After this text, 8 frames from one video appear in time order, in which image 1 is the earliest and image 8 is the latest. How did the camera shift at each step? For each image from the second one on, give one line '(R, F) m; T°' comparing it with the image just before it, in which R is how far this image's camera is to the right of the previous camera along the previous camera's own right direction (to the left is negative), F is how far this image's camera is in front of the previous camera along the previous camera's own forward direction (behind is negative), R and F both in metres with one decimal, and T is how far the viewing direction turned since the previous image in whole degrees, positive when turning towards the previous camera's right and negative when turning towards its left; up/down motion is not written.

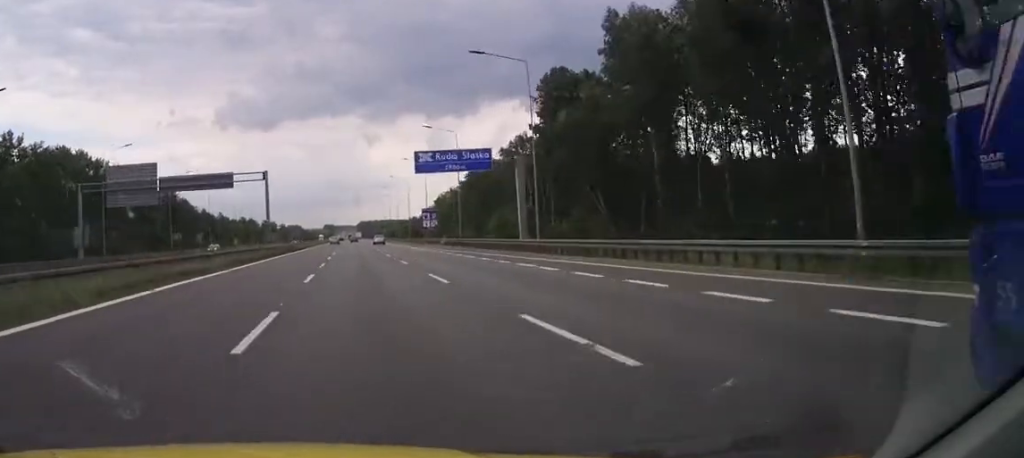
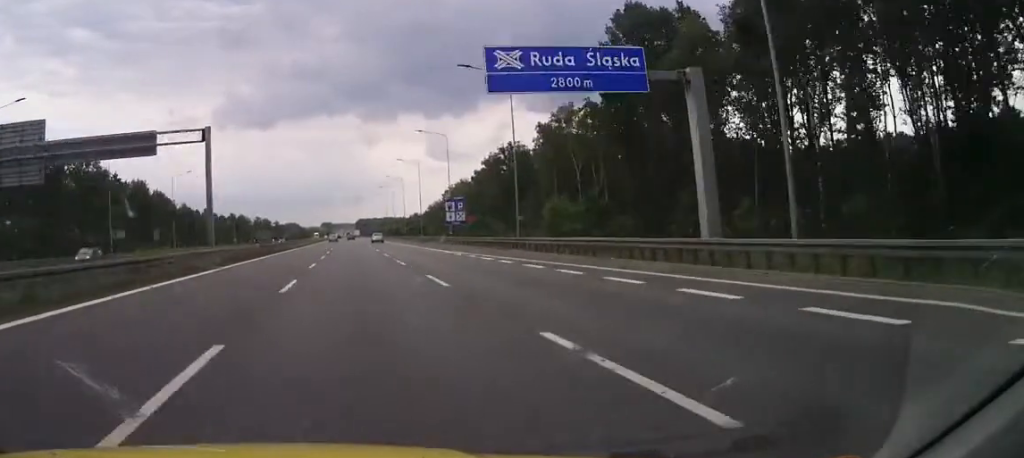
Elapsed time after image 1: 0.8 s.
(0.0, +26.1) m; 0°
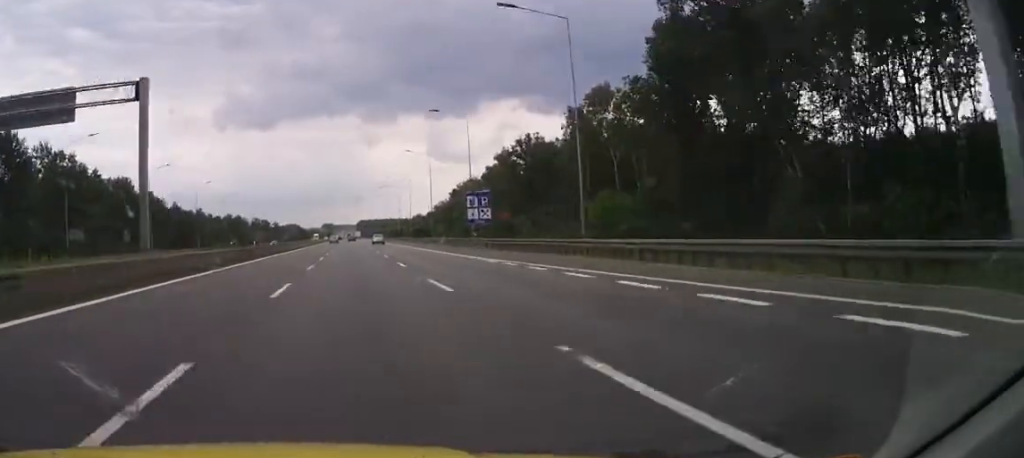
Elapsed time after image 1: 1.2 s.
(0.0, +13.1) m; 0°
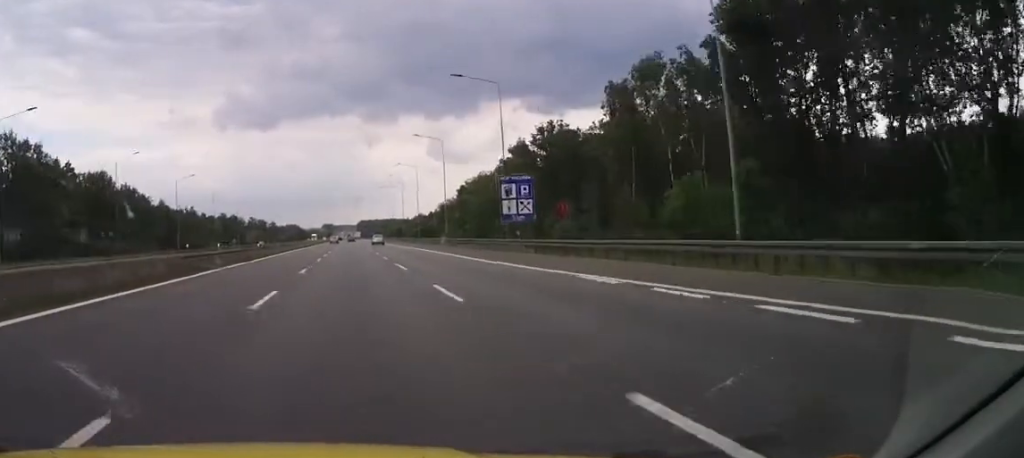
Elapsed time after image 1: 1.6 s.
(0.0, +14.2) m; 0°
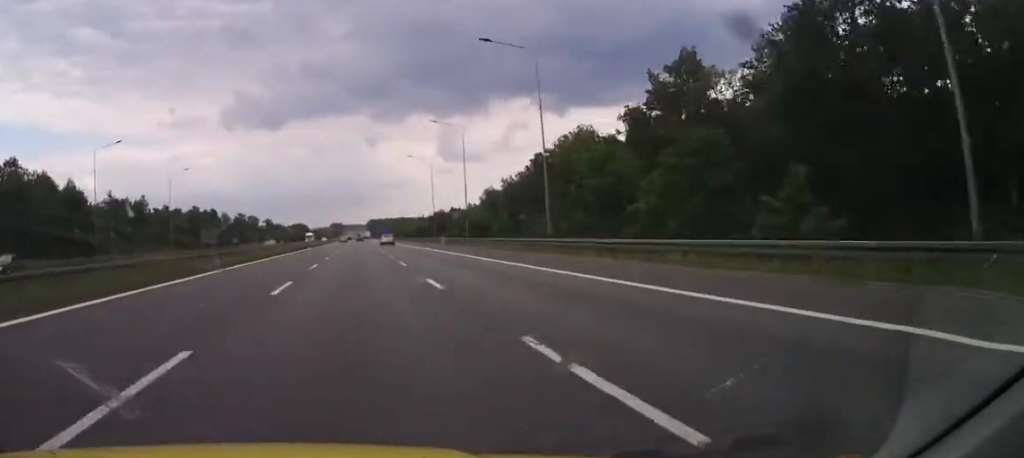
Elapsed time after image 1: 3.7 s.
(+0.7, +69.0) m; 0°
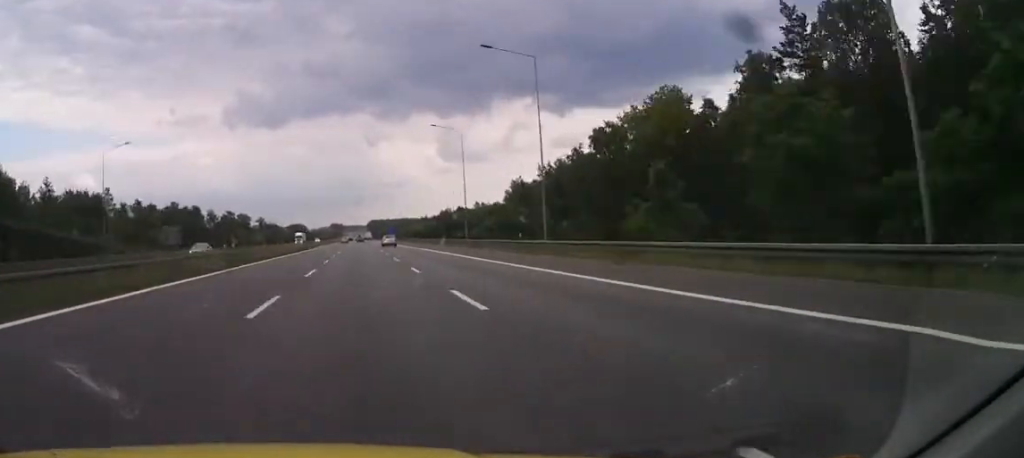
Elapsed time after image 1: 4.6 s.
(-0.3, +28.4) m; -1°
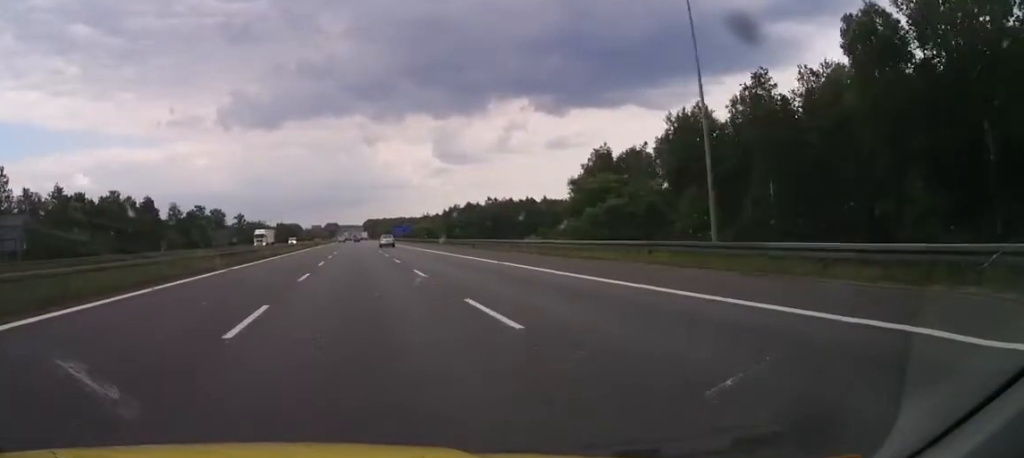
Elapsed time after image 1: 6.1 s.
(-0.2, +50.4) m; 0°
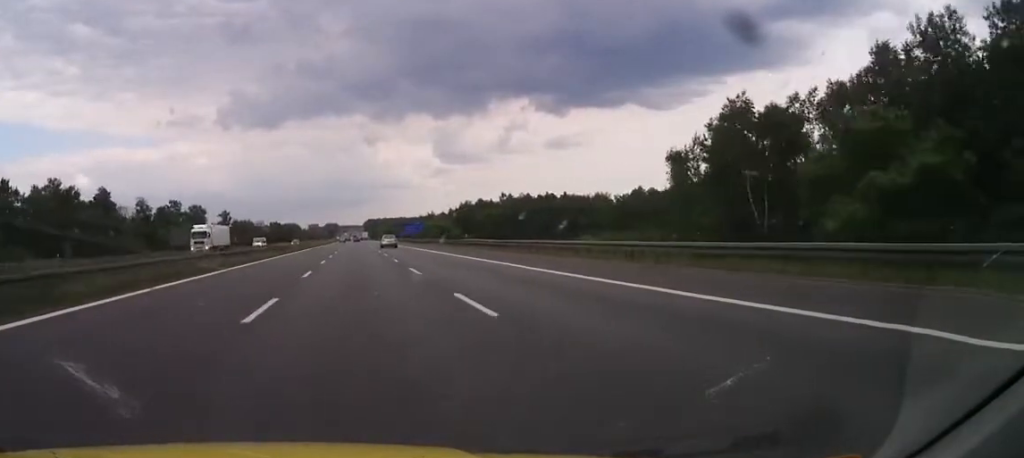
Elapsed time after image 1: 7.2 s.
(0.0, +33.9) m; 0°
